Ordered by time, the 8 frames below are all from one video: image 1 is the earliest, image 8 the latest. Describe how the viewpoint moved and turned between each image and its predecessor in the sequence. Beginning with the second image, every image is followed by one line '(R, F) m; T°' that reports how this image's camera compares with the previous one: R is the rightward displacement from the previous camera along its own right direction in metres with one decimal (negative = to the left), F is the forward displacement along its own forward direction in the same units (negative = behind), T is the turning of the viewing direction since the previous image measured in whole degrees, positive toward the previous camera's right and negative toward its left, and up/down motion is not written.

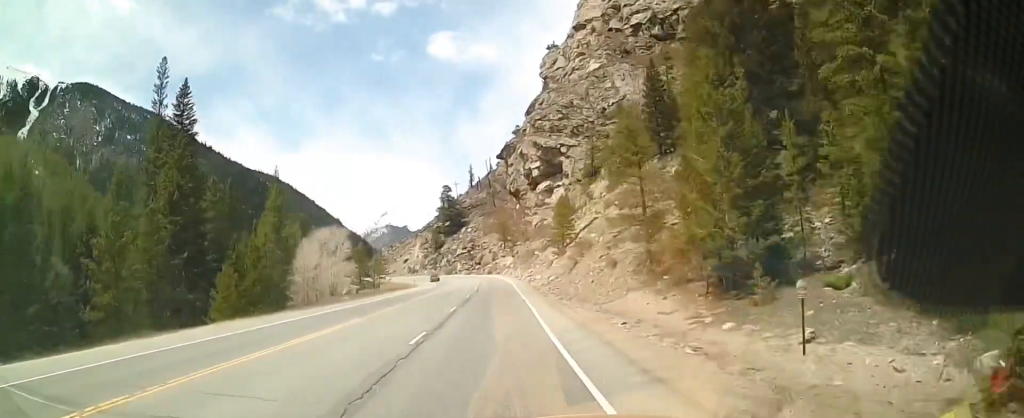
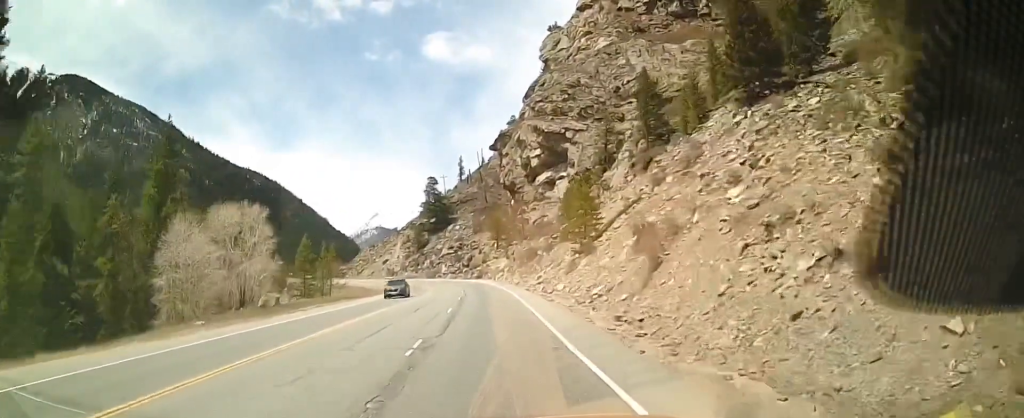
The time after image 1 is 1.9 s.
(+0.3, +26.7) m; +1°
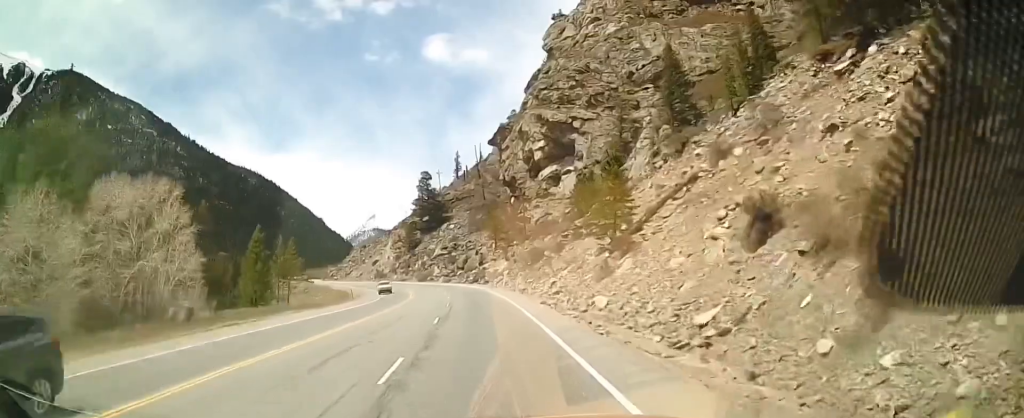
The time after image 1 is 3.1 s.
(0.0, +15.4) m; 0°
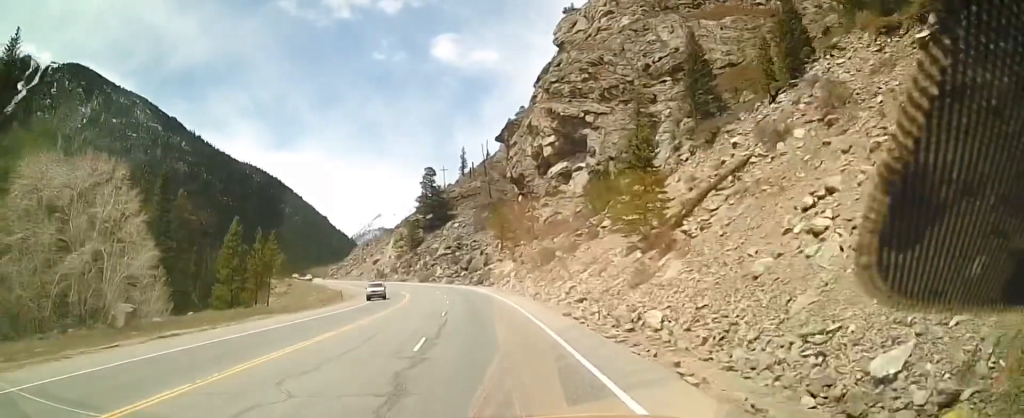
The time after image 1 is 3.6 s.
(0.0, +7.2) m; 0°
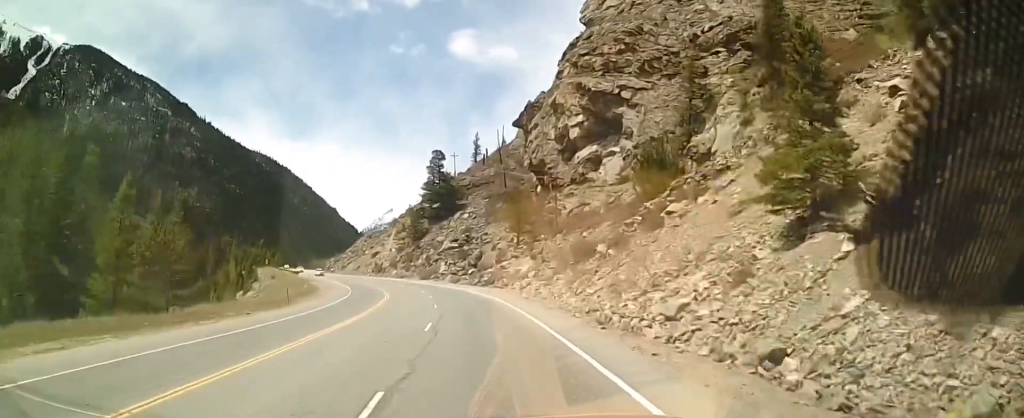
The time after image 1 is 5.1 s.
(+0.2, +20.3) m; +1°
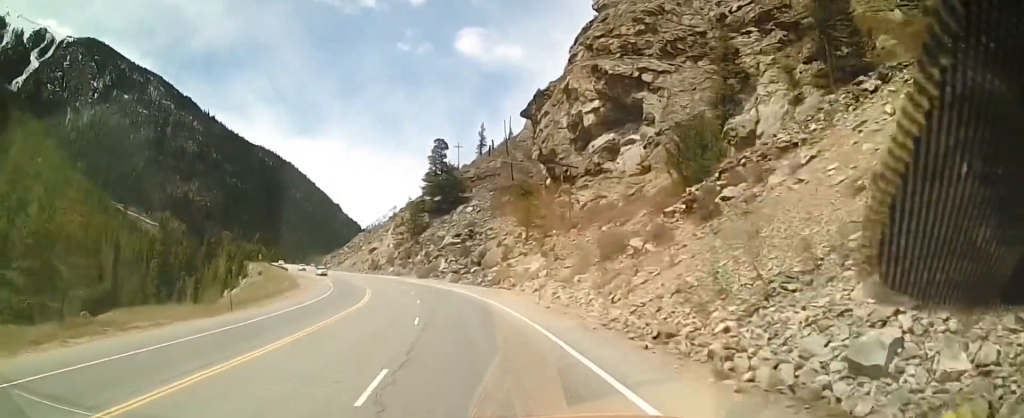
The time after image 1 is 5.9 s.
(+0.1, +10.7) m; -1°
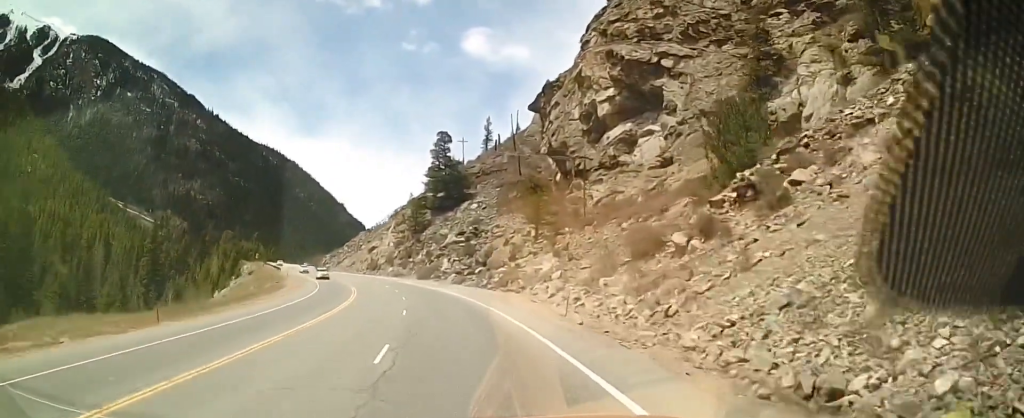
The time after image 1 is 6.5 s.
(-0.2, +8.5) m; -2°
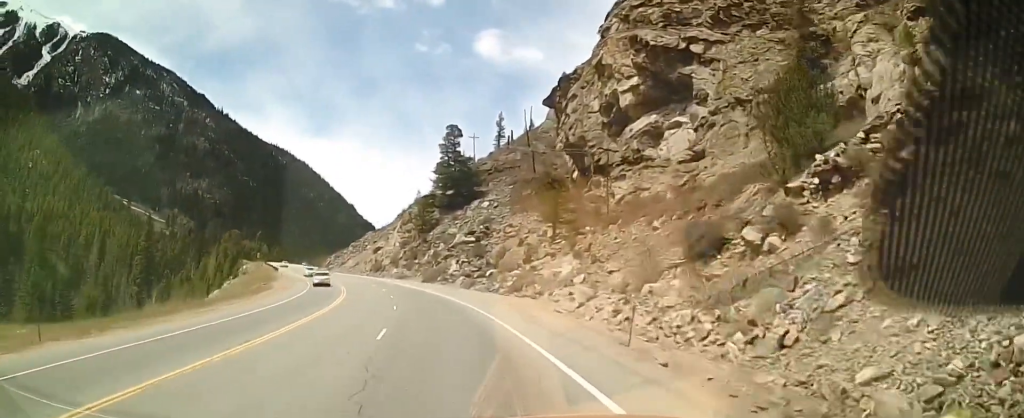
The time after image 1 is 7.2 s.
(-0.1, +8.4) m; -2°
